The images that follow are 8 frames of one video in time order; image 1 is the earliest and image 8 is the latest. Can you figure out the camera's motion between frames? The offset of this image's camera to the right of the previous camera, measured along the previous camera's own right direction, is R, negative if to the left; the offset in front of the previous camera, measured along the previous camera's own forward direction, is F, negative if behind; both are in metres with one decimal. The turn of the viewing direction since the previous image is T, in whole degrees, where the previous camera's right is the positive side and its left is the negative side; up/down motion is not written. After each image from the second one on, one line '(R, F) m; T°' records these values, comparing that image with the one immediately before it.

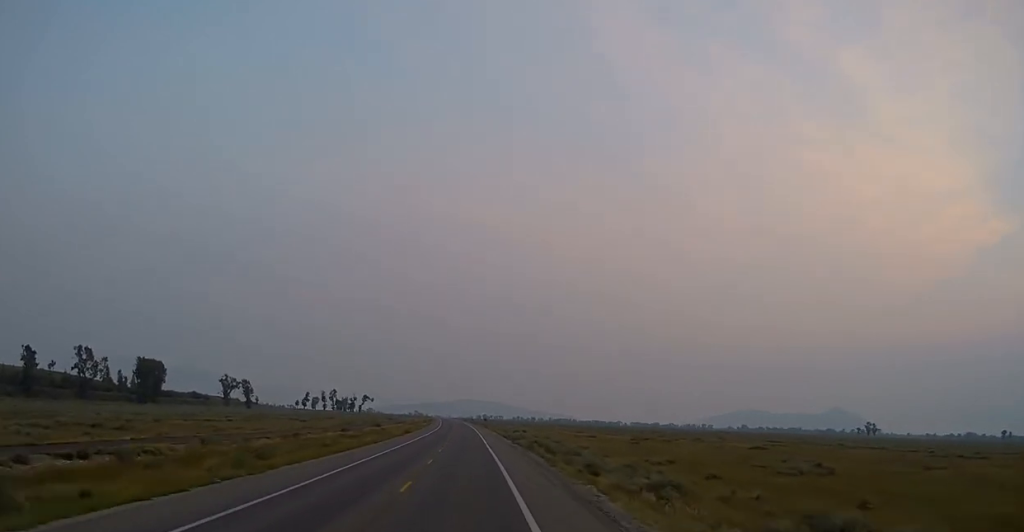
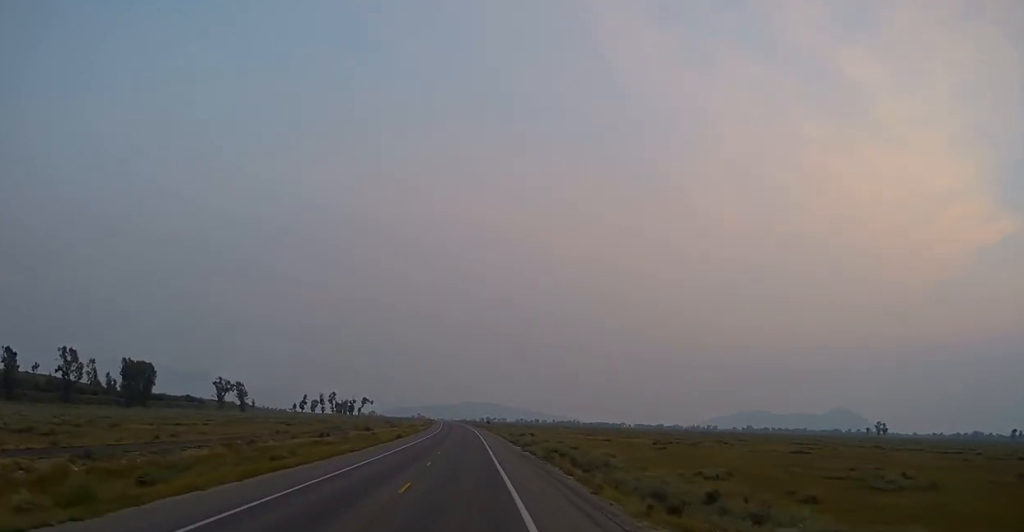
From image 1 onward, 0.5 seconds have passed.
(-0.2, +12.6) m; 0°
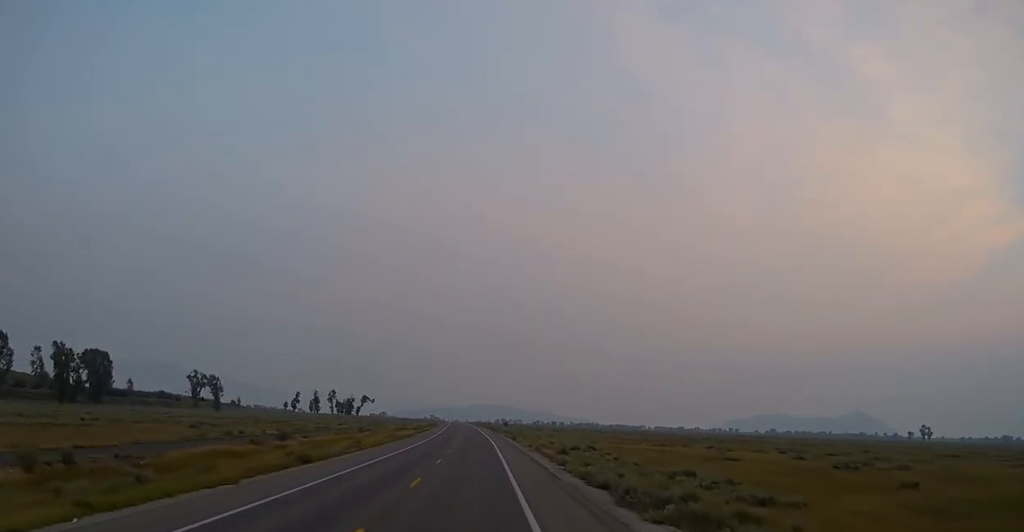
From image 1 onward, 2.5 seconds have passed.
(-0.5, +47.0) m; -2°
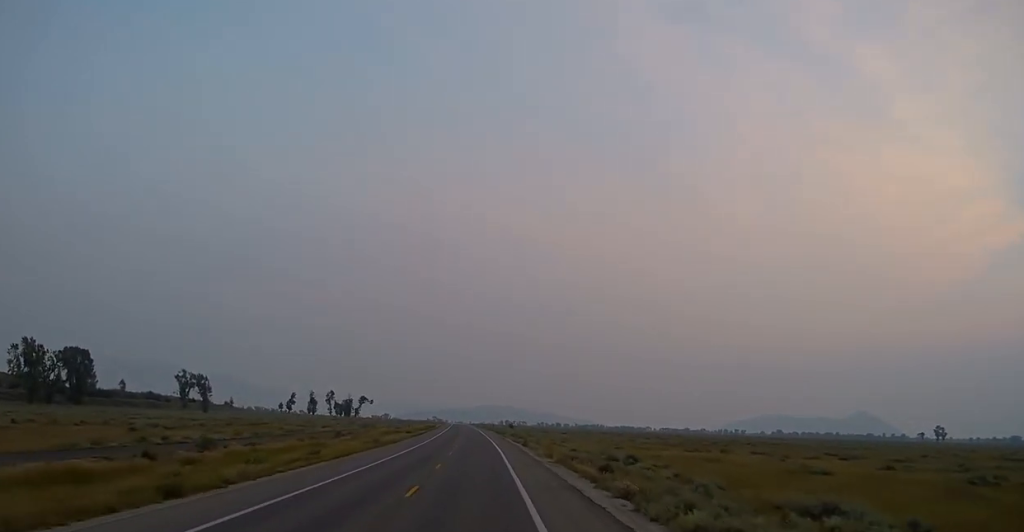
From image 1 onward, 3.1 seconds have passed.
(-0.4, +14.4) m; 0°
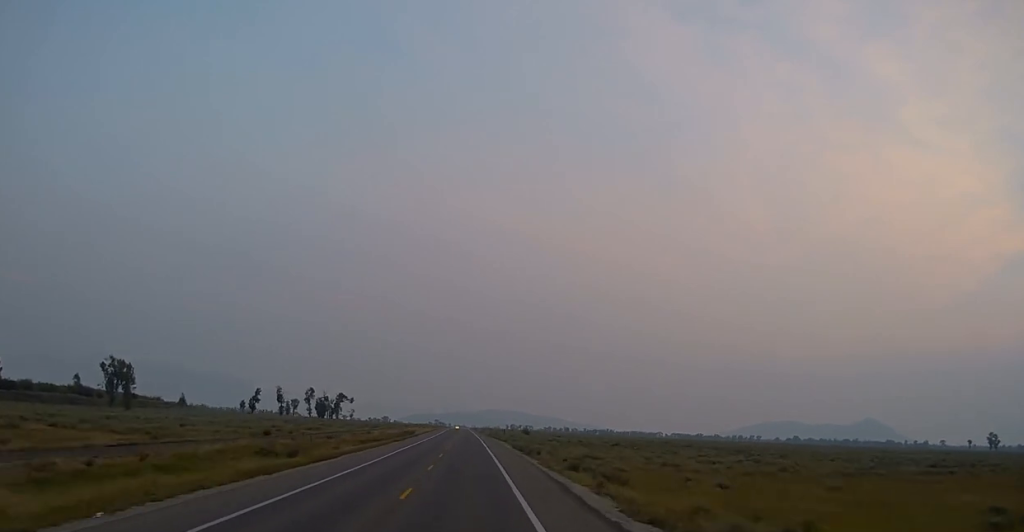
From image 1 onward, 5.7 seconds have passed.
(+0.2, +61.9) m; 0°
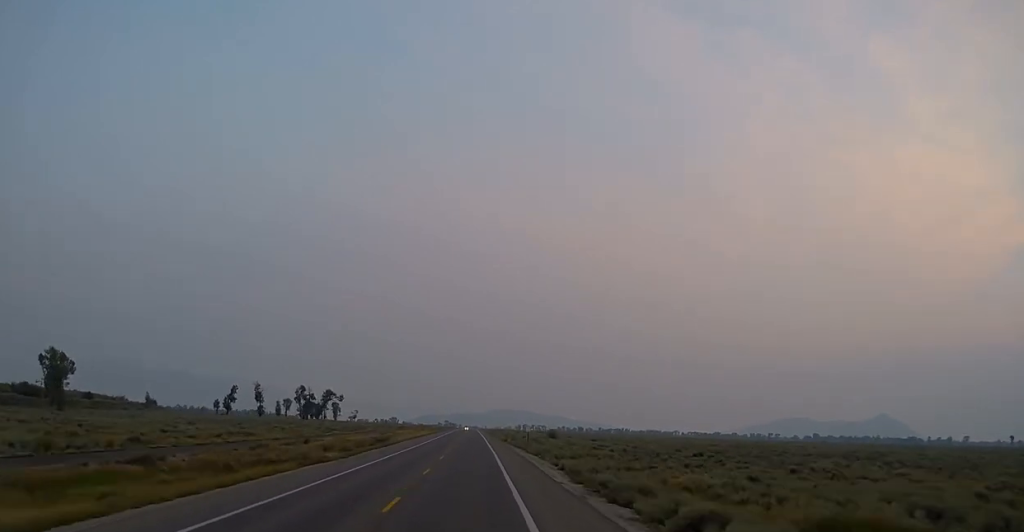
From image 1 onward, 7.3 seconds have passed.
(-0.4, +39.8) m; -1°
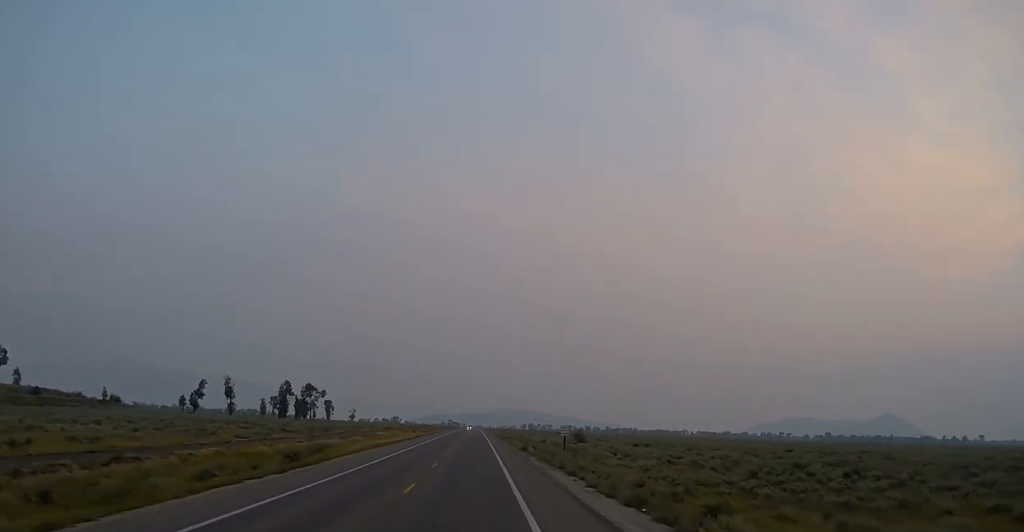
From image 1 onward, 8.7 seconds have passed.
(-0.2, +31.8) m; 0°
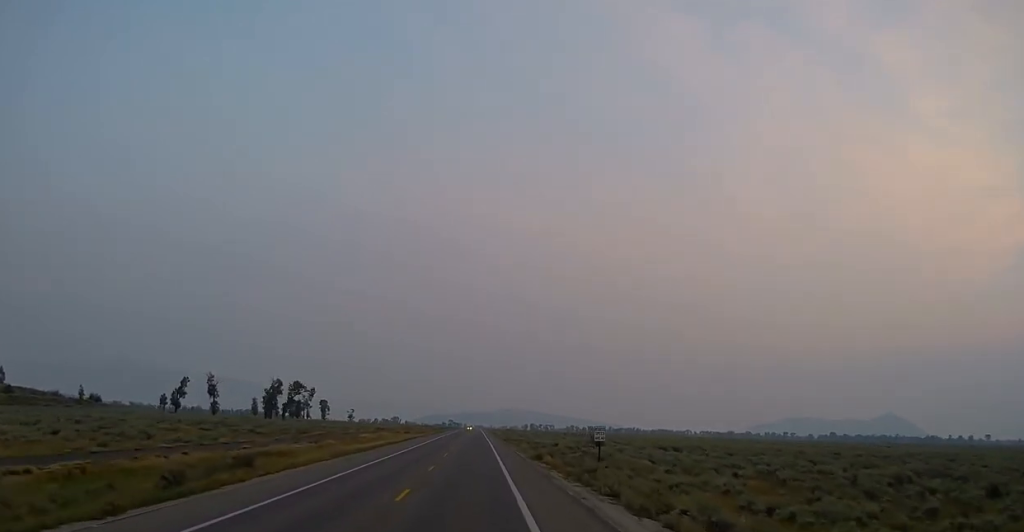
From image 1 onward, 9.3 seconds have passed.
(0.0, +13.6) m; 0°
